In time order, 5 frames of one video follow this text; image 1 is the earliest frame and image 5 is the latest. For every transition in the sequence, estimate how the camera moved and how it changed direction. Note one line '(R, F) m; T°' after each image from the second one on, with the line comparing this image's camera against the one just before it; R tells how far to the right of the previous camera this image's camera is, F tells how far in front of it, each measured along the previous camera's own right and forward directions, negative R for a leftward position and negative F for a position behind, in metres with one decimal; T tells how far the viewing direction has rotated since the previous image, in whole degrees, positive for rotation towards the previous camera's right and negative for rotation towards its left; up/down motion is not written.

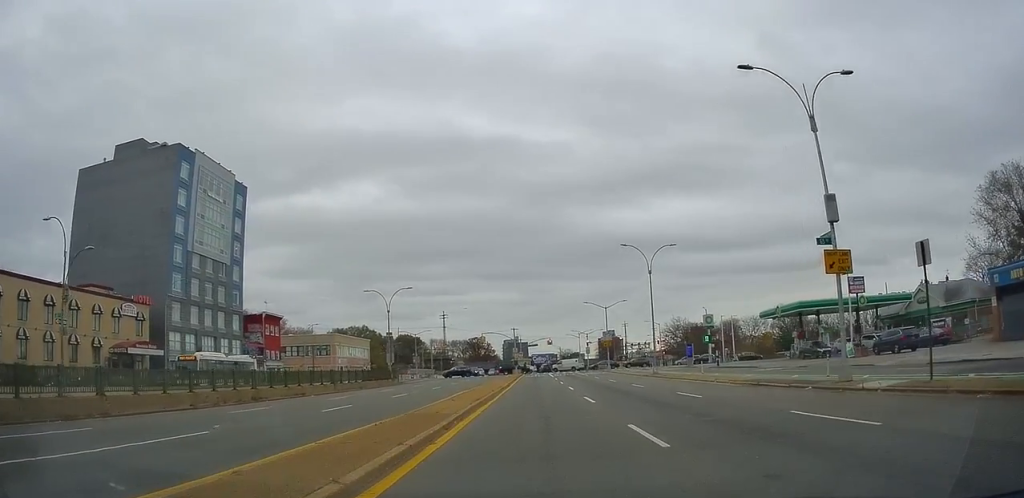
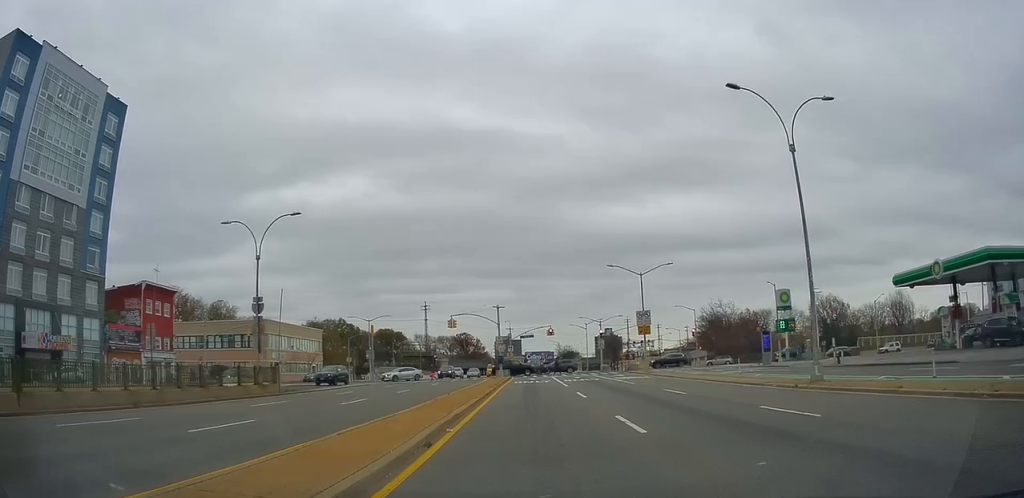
(+0.3, +27.5) m; -1°
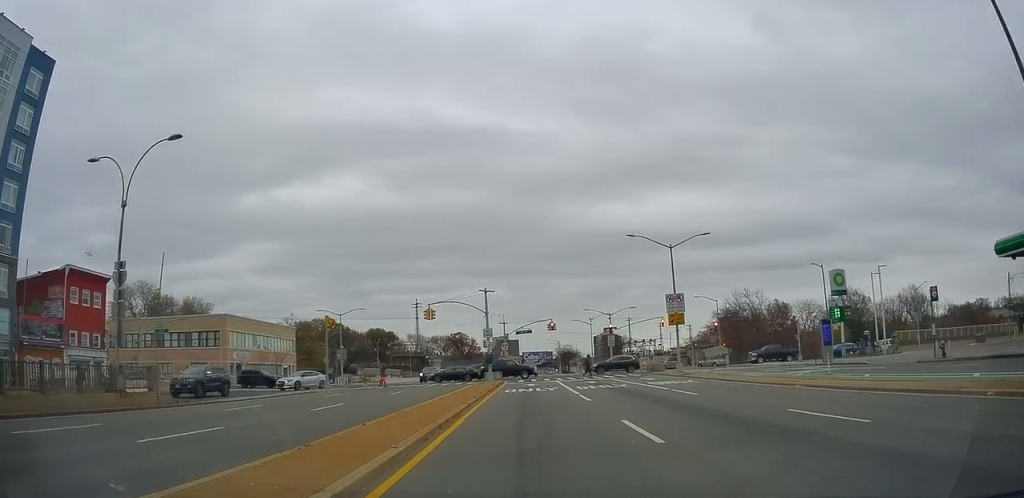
(+0.1, +11.0) m; +1°
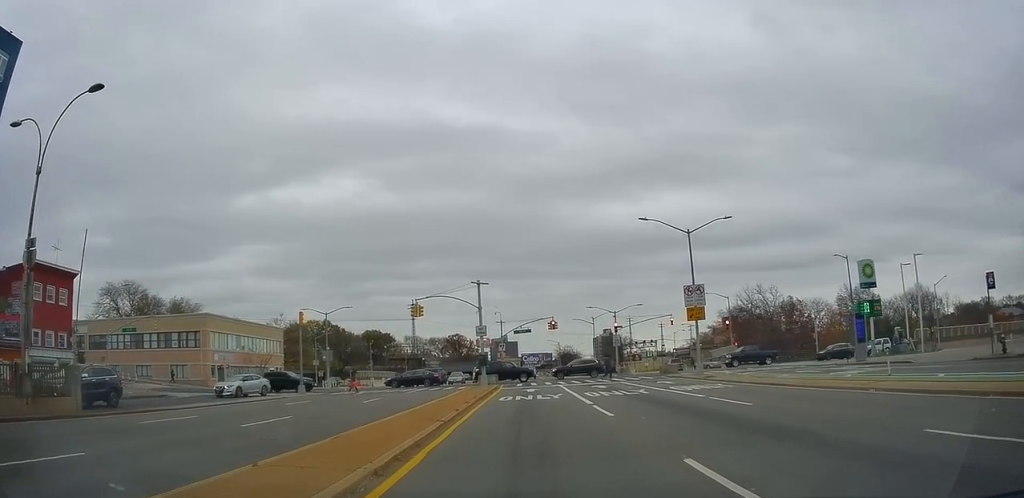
(0.0, +4.5) m; -1°
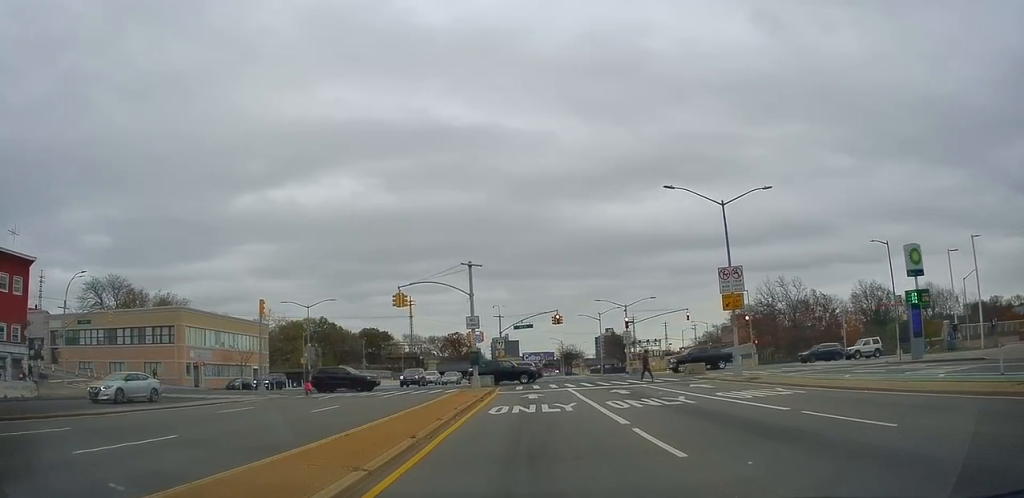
(0.0, +5.8) m; -3°
